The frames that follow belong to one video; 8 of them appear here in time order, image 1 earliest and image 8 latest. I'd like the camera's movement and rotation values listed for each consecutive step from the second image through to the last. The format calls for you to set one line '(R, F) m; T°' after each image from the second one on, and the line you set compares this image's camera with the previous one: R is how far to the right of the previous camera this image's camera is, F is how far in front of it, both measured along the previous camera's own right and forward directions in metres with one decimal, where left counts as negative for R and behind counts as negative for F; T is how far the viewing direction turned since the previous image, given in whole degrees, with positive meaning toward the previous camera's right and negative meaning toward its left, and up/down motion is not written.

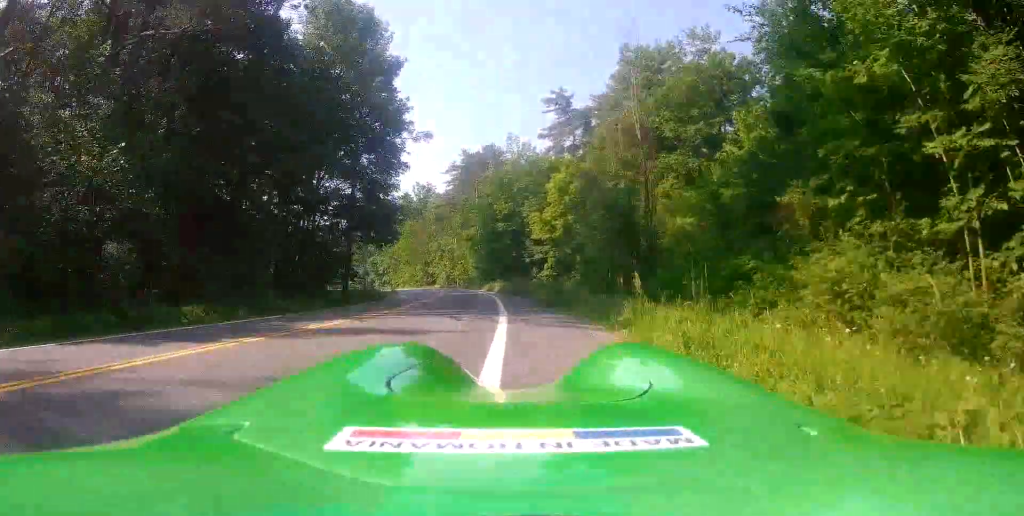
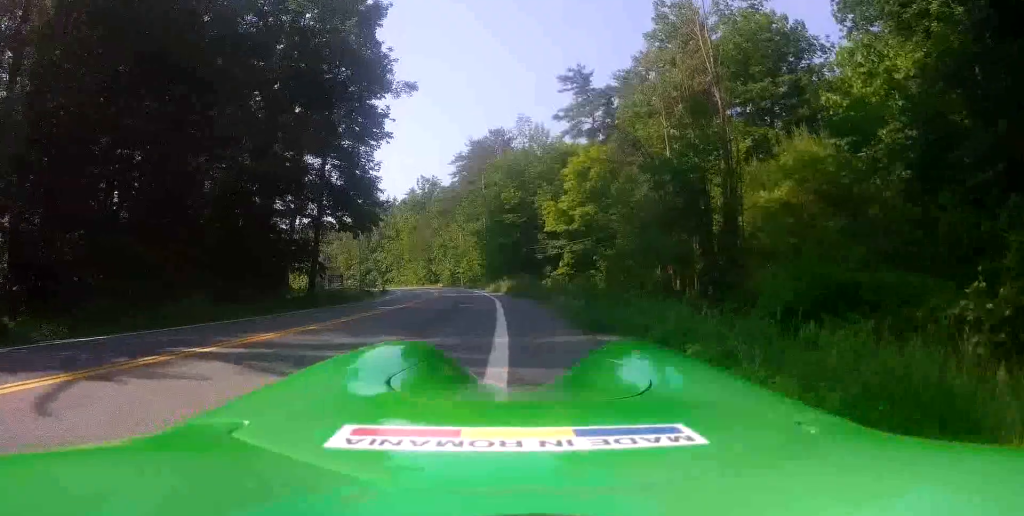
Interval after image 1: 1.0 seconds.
(+0.2, +8.7) m; +1°
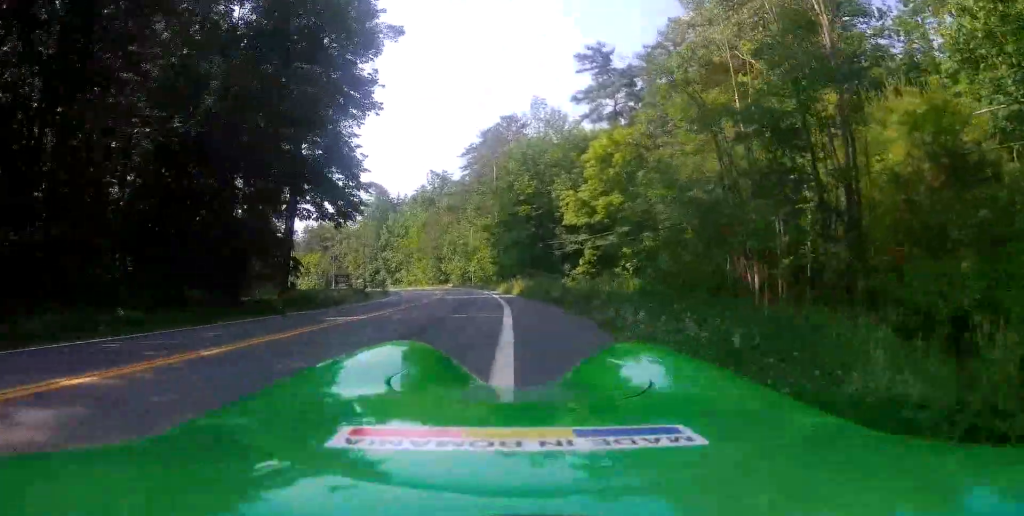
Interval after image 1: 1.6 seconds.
(0.0, +5.8) m; 0°
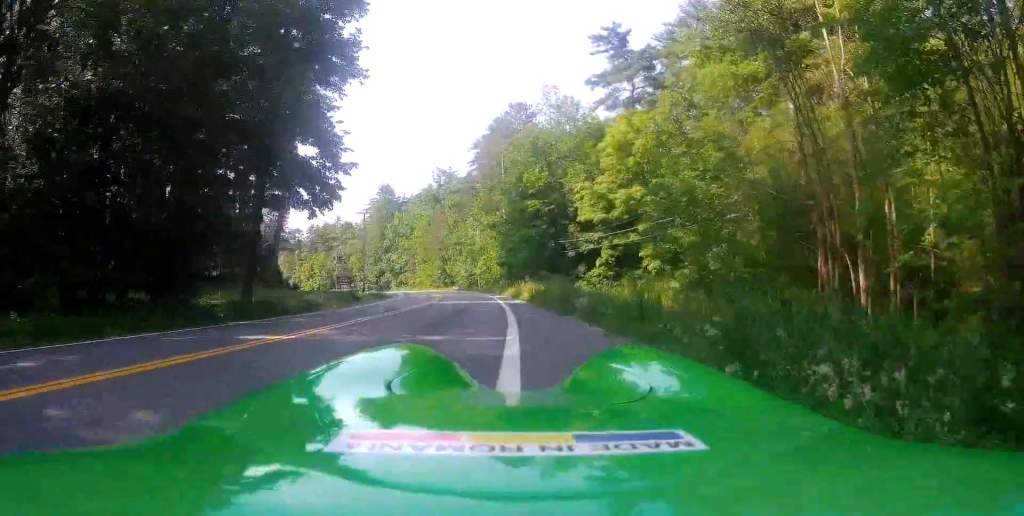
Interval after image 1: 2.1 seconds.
(0.0, +4.7) m; -1°
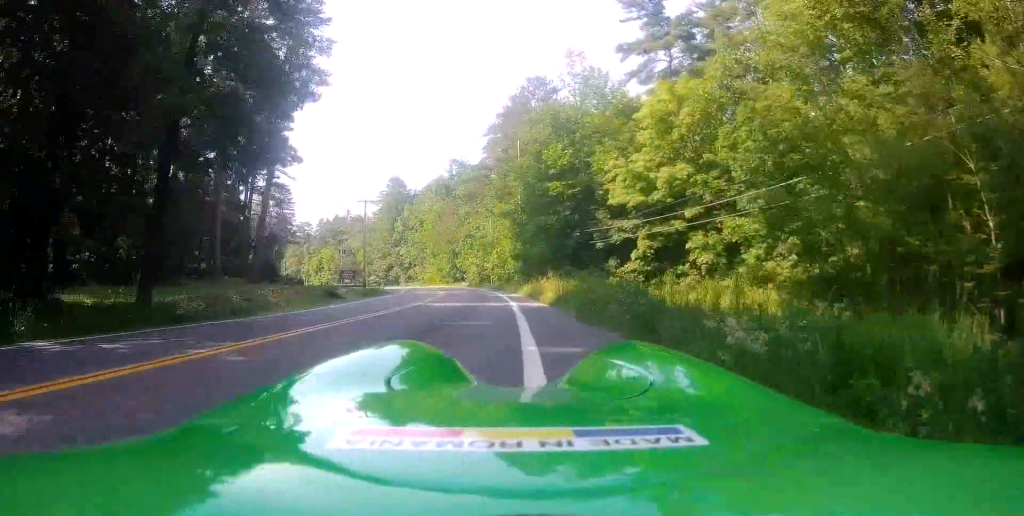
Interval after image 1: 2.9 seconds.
(-0.2, +7.9) m; -2°
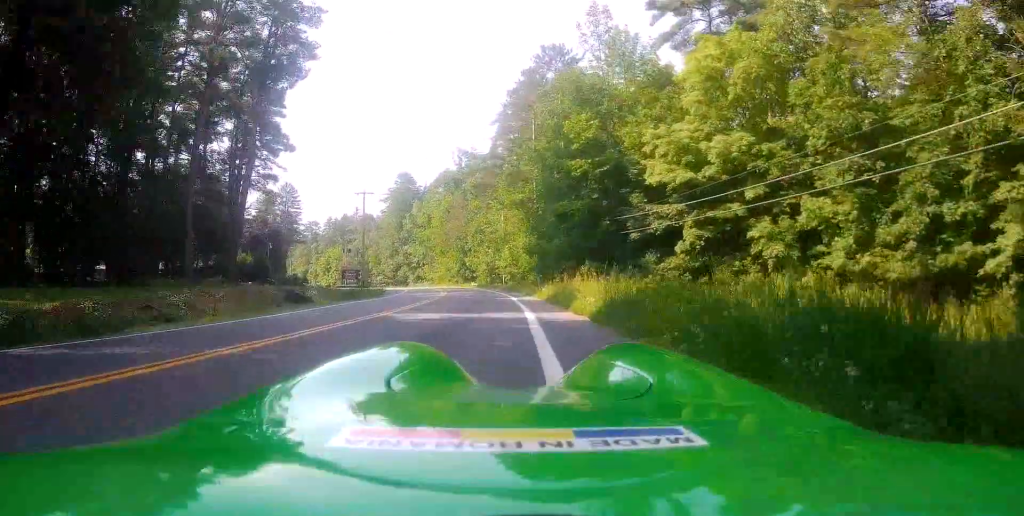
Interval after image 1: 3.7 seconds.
(-0.2, +7.2) m; -1°
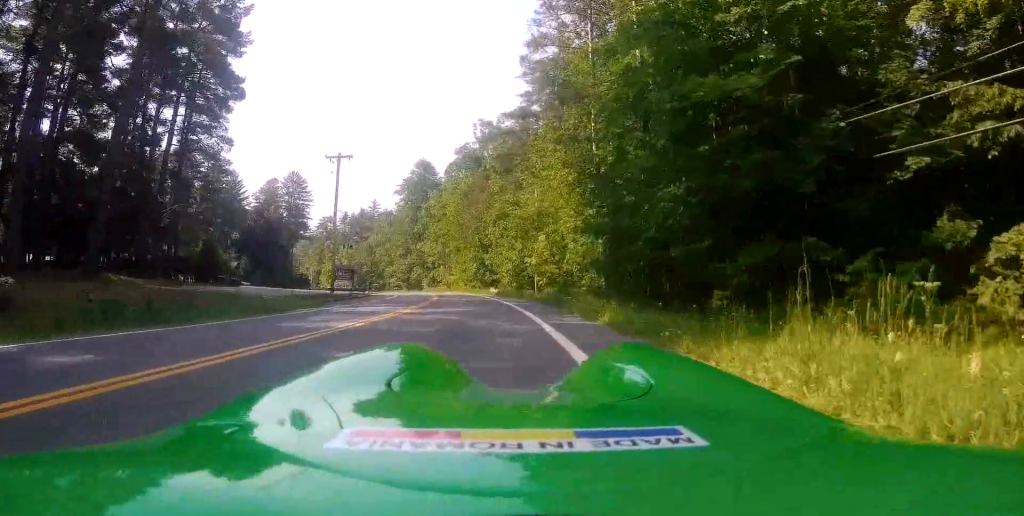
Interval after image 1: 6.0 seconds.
(-0.3, +21.4) m; -3°
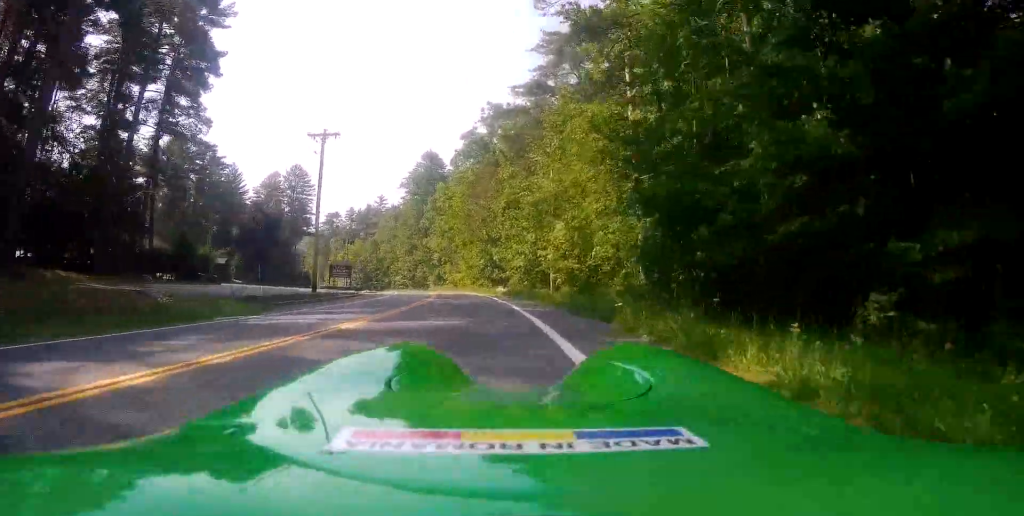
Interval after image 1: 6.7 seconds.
(-0.1, +6.4) m; -2°
